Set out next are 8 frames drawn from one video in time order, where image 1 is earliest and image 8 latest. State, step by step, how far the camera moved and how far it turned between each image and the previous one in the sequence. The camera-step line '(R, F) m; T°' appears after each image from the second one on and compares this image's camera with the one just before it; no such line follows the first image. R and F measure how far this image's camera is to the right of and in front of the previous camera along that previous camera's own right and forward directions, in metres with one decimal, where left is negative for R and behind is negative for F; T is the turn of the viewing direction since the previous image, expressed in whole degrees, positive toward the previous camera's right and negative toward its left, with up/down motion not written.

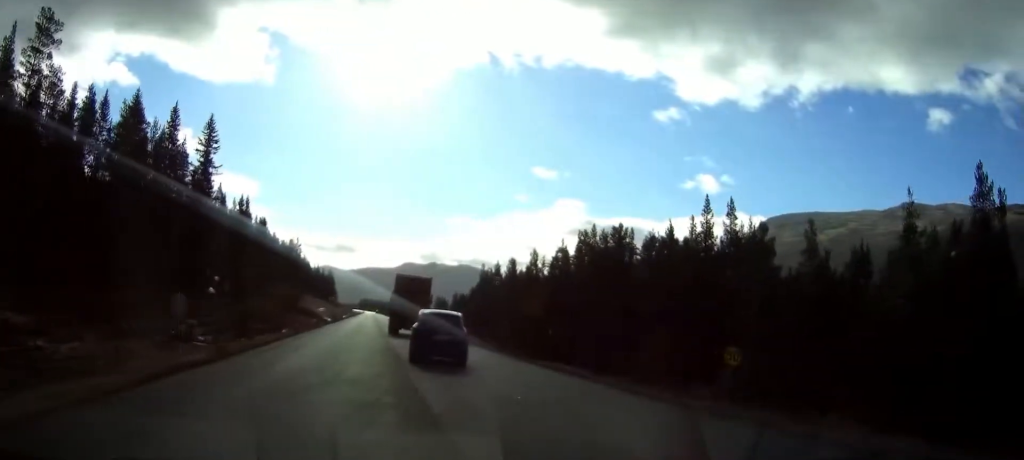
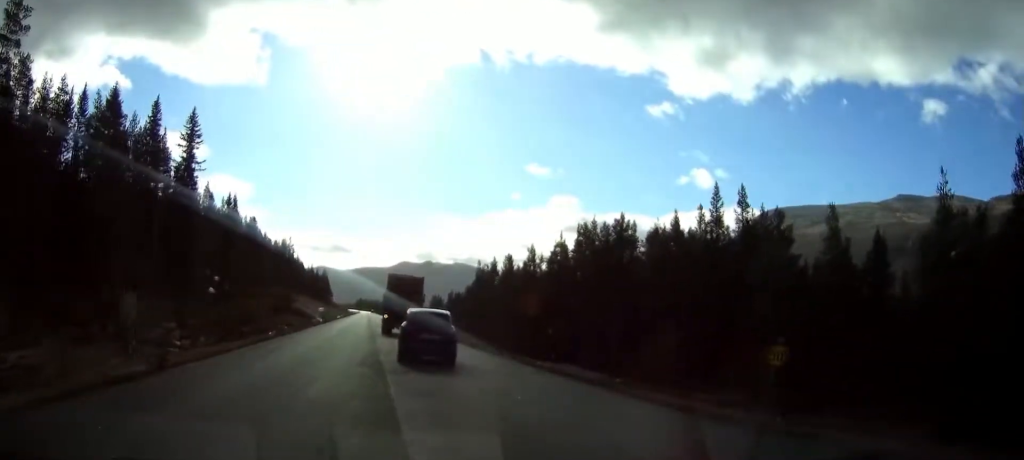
(0.0, +4.1) m; -1°
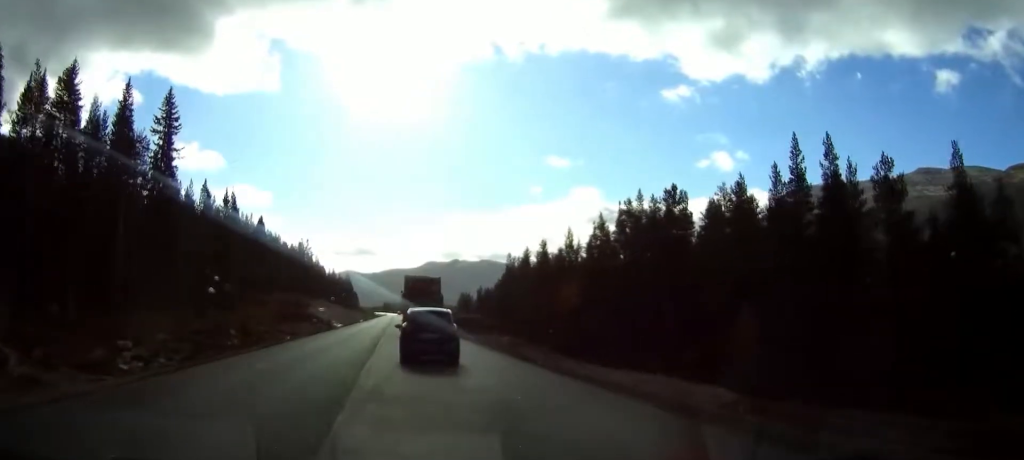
(-0.3, +12.5) m; -3°
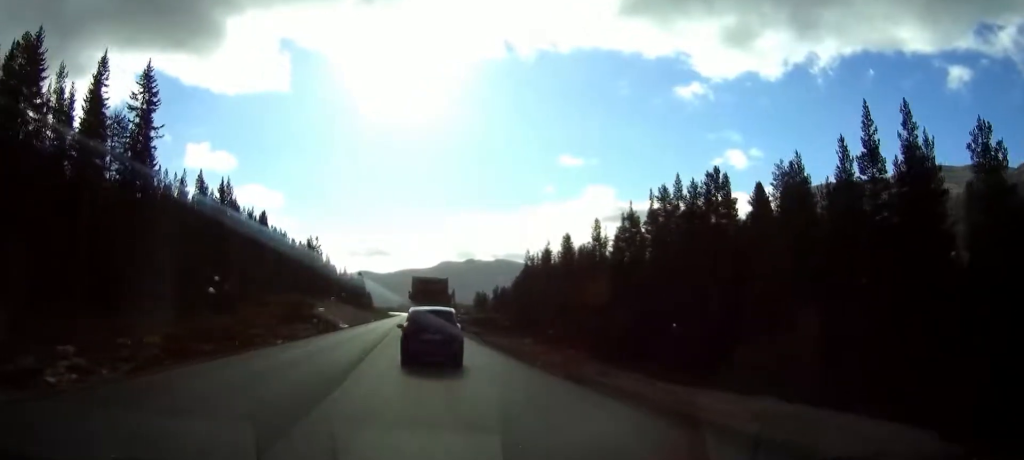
(-0.2, +8.8) m; -2°
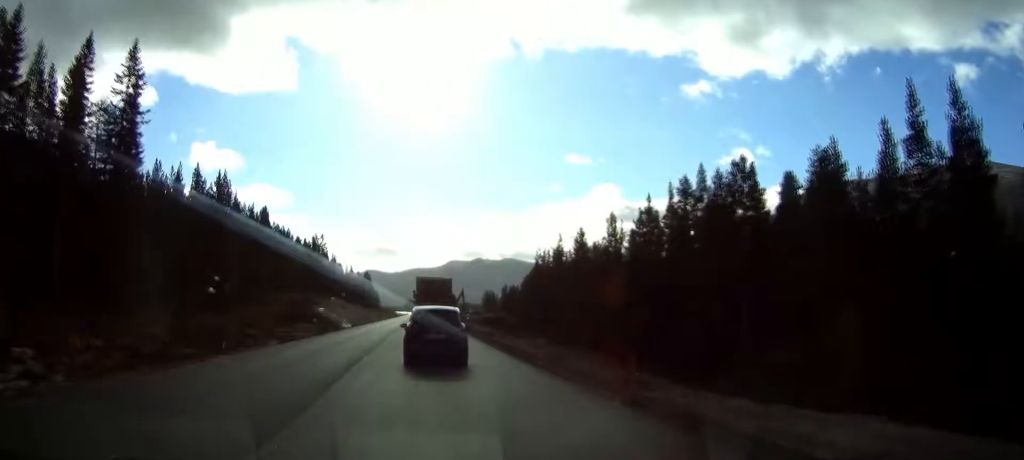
(-0.1, +4.8) m; 0°
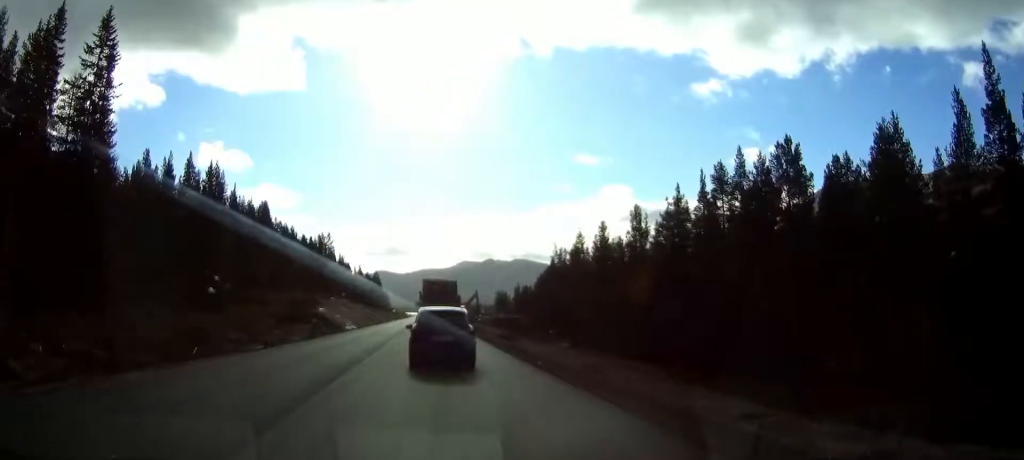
(-0.1, +7.4) m; 0°
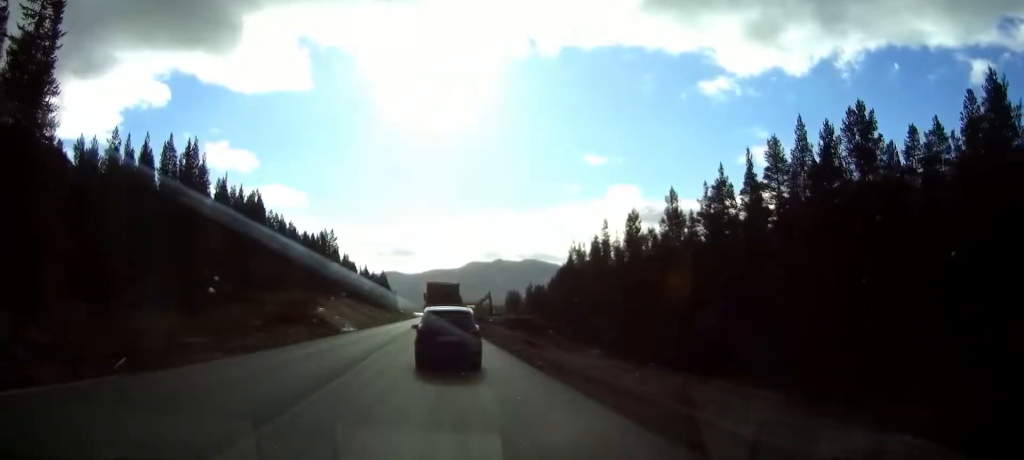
(0.0, +10.7) m; 0°
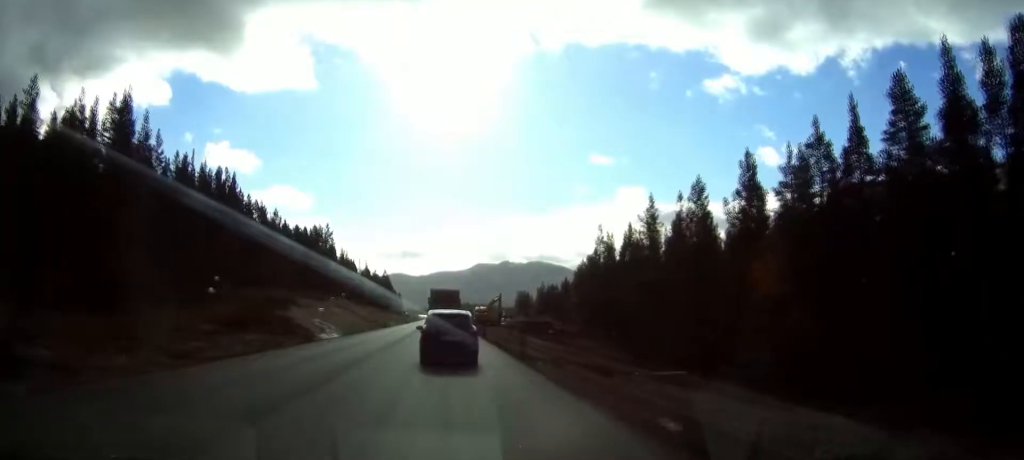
(-0.2, +18.9) m; -1°
